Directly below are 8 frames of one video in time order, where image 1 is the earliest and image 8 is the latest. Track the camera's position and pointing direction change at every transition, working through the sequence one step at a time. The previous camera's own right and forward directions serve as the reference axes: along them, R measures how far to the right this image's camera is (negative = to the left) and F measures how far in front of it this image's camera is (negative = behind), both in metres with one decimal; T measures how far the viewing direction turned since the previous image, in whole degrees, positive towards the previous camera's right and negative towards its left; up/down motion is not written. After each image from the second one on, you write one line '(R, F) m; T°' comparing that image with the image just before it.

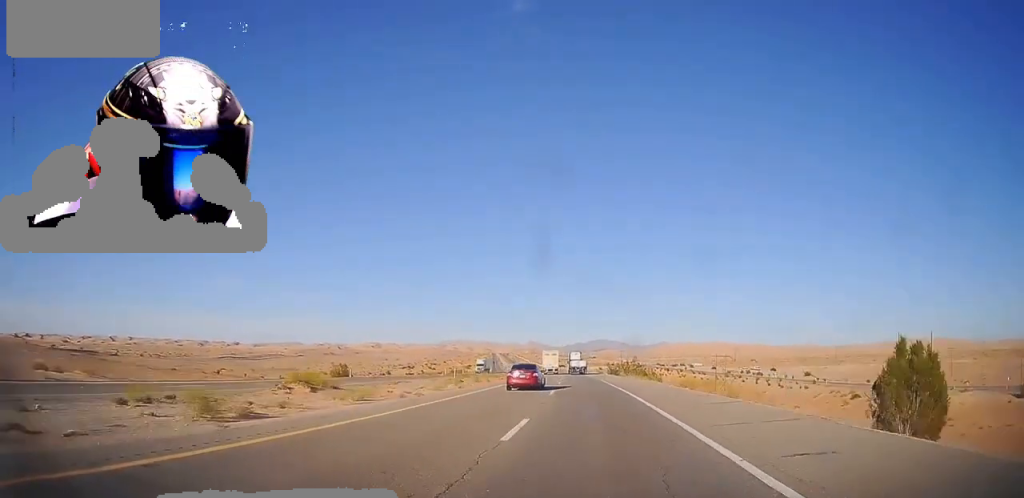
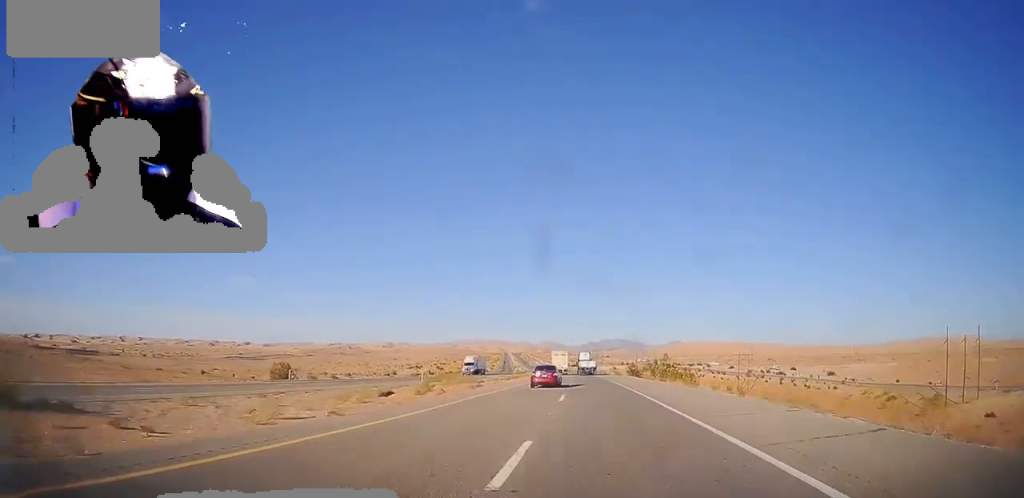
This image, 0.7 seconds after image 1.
(-0.3, +19.0) m; -1°
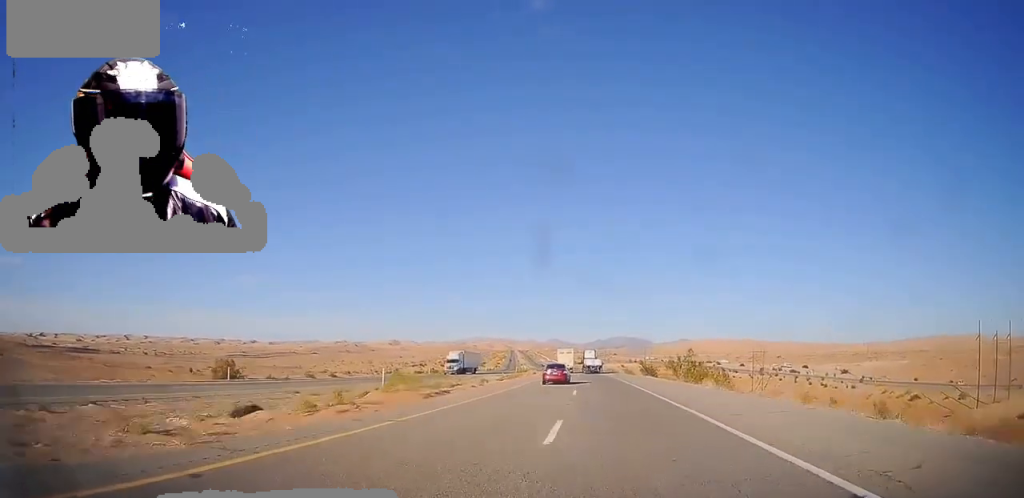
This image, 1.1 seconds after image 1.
(0.0, +11.4) m; -1°
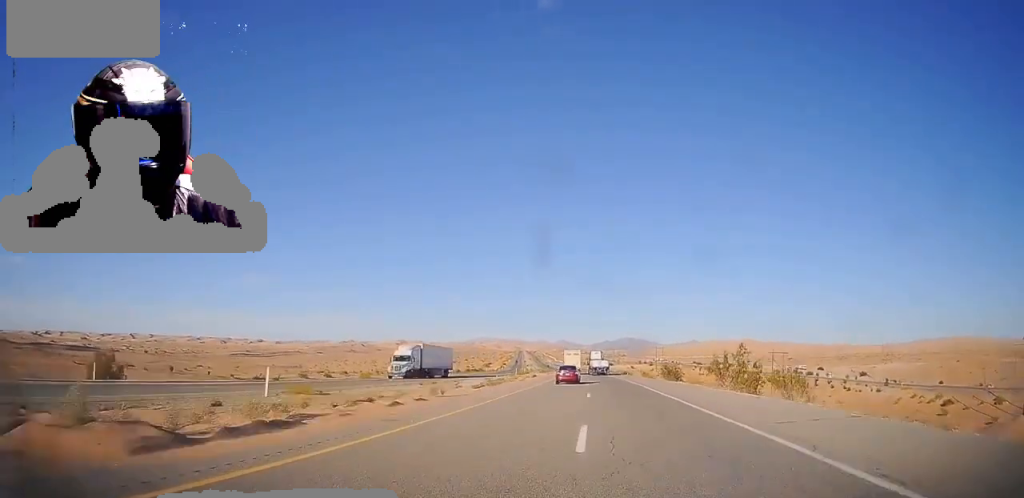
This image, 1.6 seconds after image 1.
(-0.2, +15.2) m; -1°
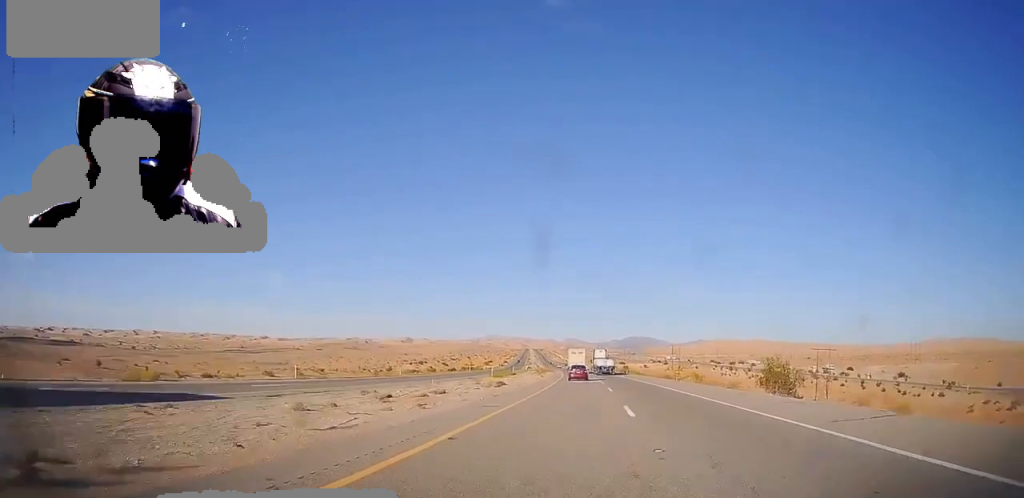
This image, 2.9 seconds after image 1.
(-0.3, +38.2) m; -2°
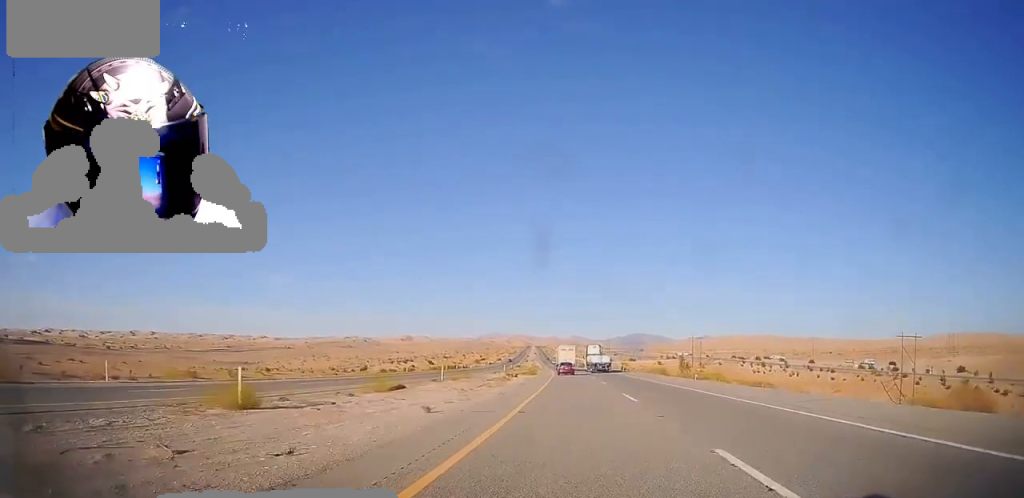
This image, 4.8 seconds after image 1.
(-0.4, +54.3) m; 0°
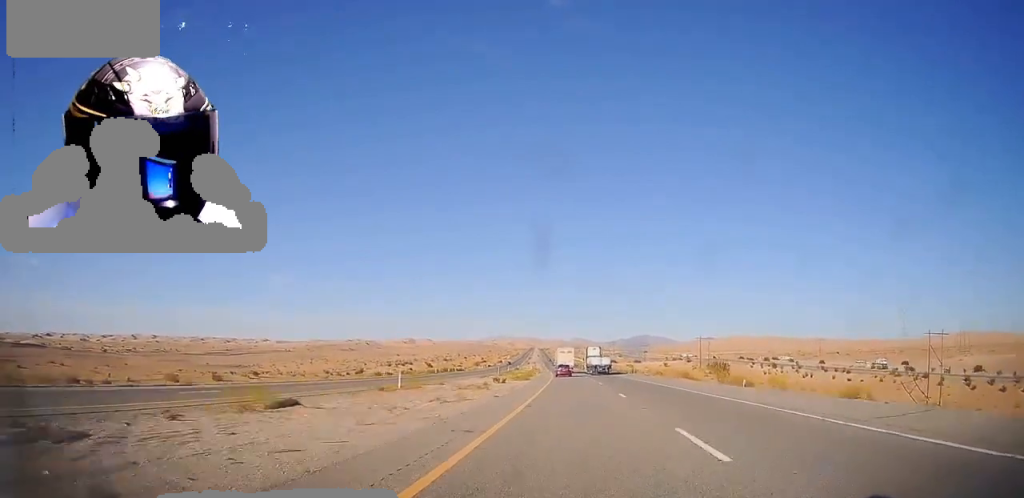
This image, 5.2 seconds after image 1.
(0.0, +11.8) m; 0°
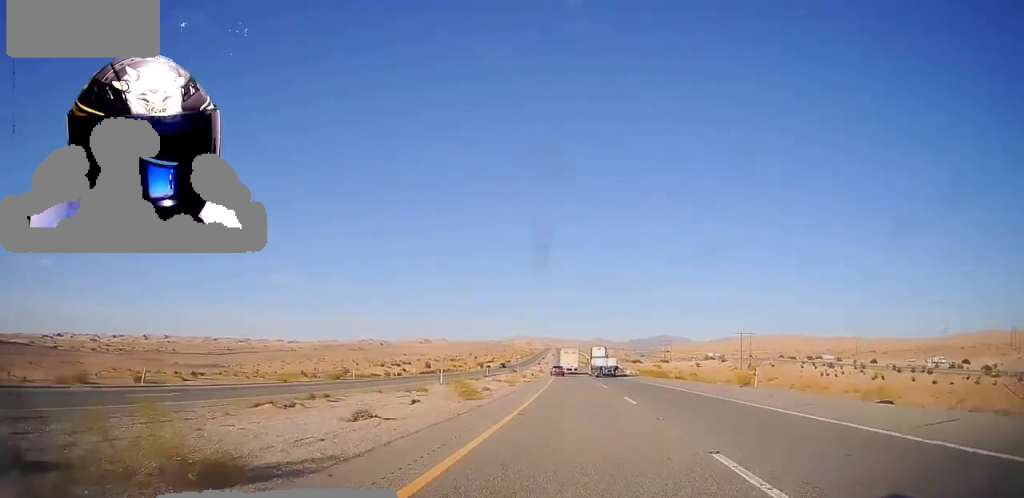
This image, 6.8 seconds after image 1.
(-0.2, +47.8) m; -2°
